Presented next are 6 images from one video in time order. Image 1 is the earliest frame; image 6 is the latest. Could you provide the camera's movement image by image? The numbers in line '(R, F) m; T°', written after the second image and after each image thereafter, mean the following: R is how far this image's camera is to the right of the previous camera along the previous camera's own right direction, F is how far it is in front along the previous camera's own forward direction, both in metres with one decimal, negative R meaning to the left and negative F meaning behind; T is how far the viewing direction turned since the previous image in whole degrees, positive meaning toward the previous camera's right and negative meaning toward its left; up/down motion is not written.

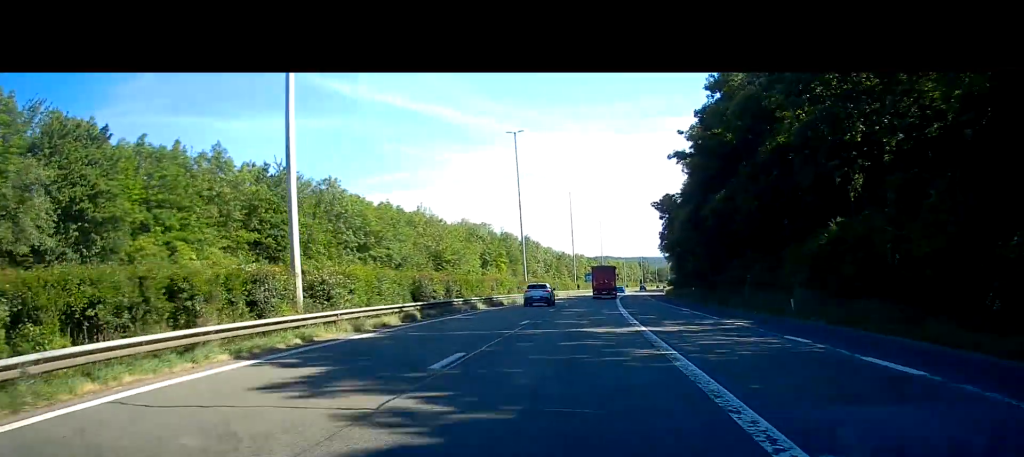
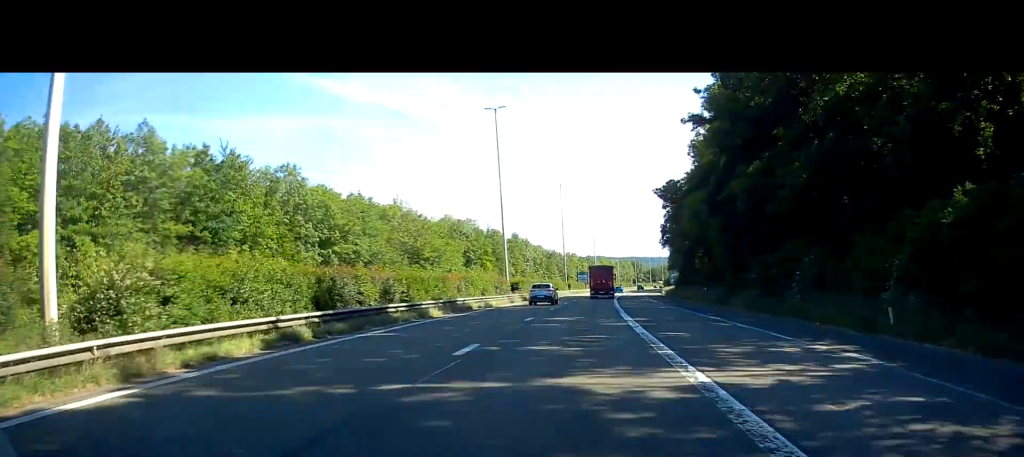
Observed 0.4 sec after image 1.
(+0.1, +10.7) m; +1°
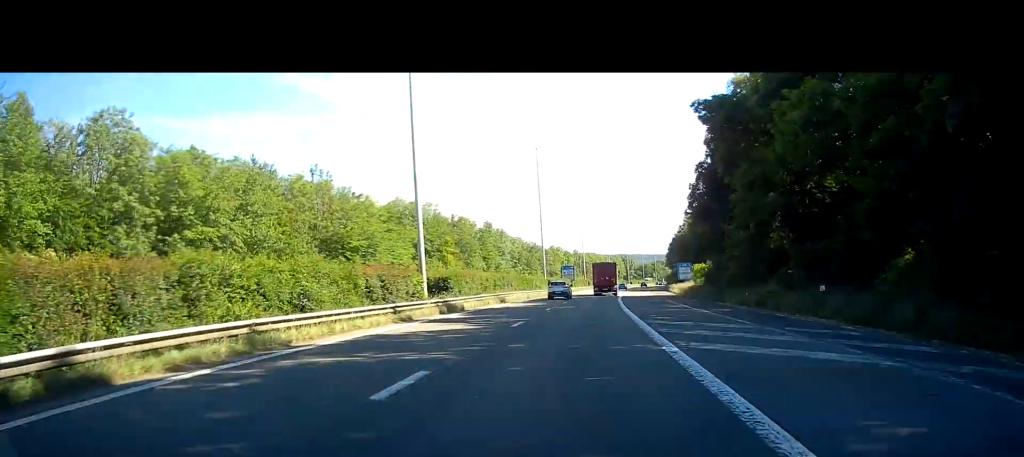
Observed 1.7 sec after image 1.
(+0.5, +30.5) m; +2°
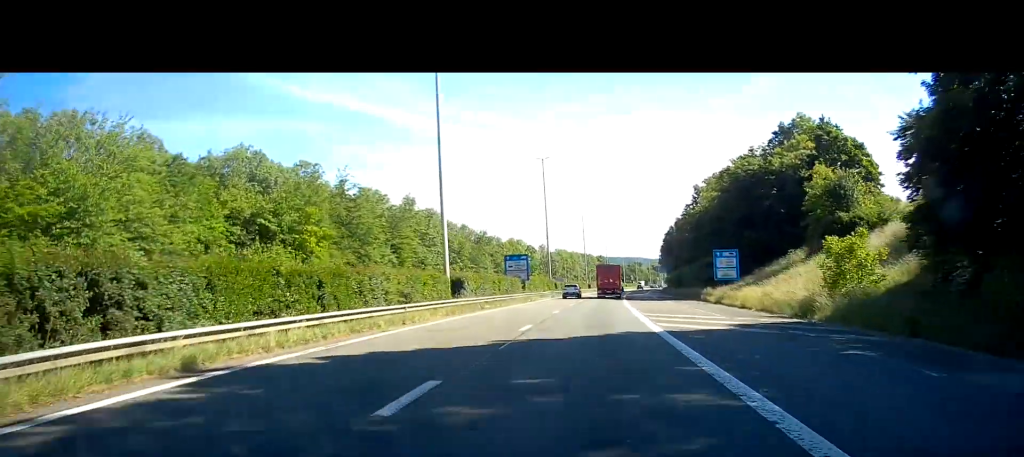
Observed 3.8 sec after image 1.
(+1.2, +51.7) m; +3°
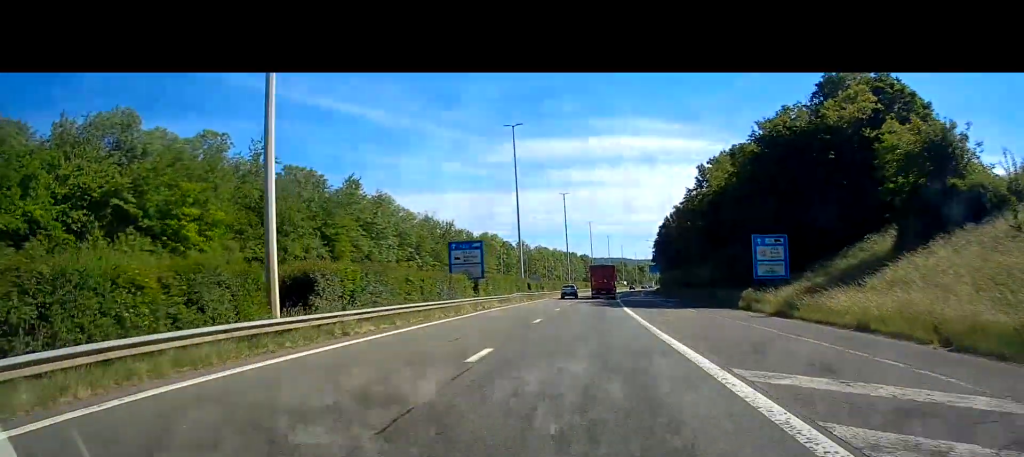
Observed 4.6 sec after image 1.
(+0.1, +20.6) m; +1°
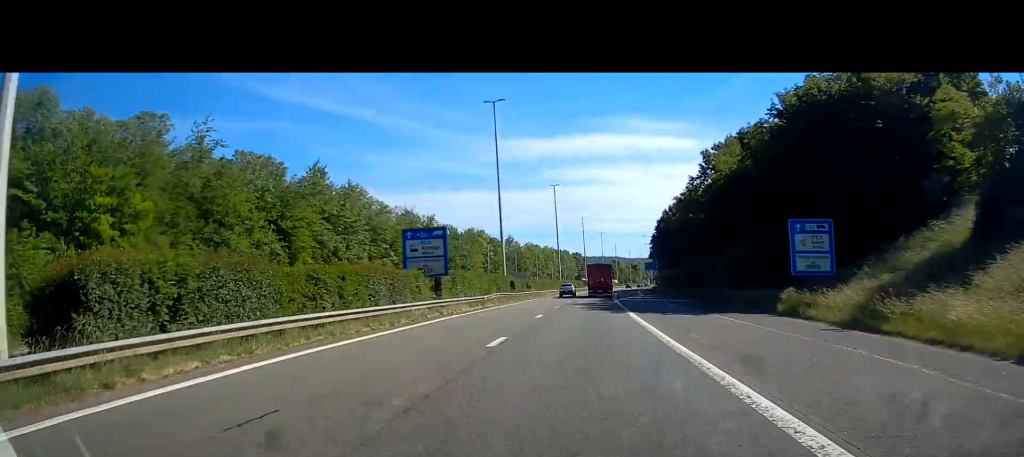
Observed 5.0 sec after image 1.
(-0.1, +9.9) m; +1°
